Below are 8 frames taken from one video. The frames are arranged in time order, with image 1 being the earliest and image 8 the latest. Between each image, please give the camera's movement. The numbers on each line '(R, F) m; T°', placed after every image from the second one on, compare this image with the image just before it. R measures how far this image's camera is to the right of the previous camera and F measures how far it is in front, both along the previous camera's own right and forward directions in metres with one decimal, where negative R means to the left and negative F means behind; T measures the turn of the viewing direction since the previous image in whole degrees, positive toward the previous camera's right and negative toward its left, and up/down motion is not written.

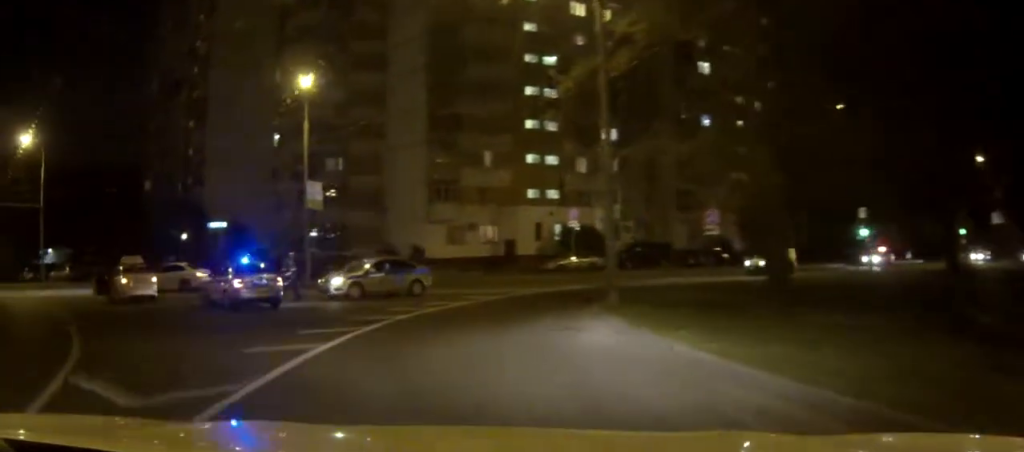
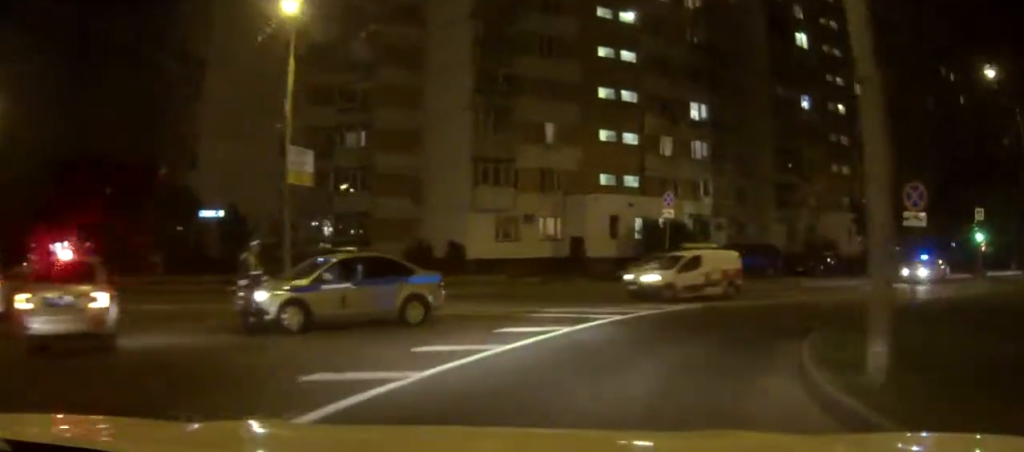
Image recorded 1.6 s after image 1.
(-0.8, +12.2) m; -2°
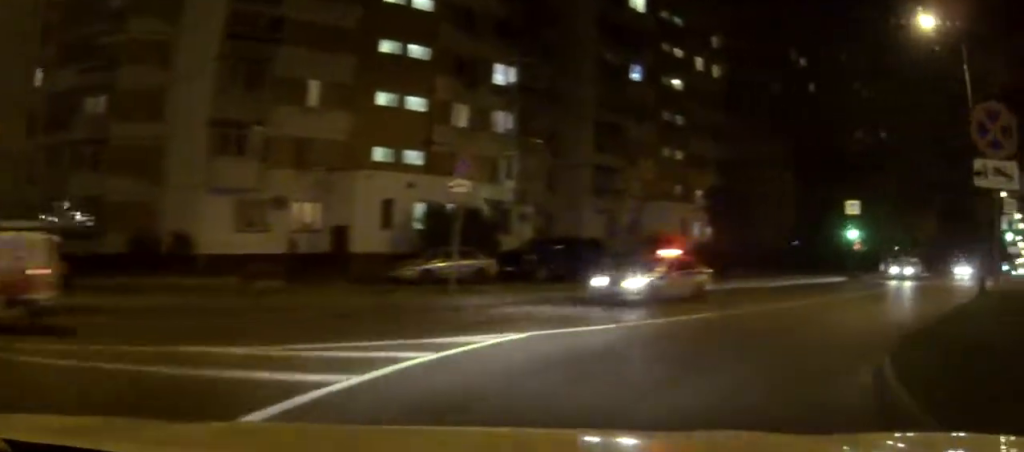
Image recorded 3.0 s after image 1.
(+1.2, +9.7) m; +17°
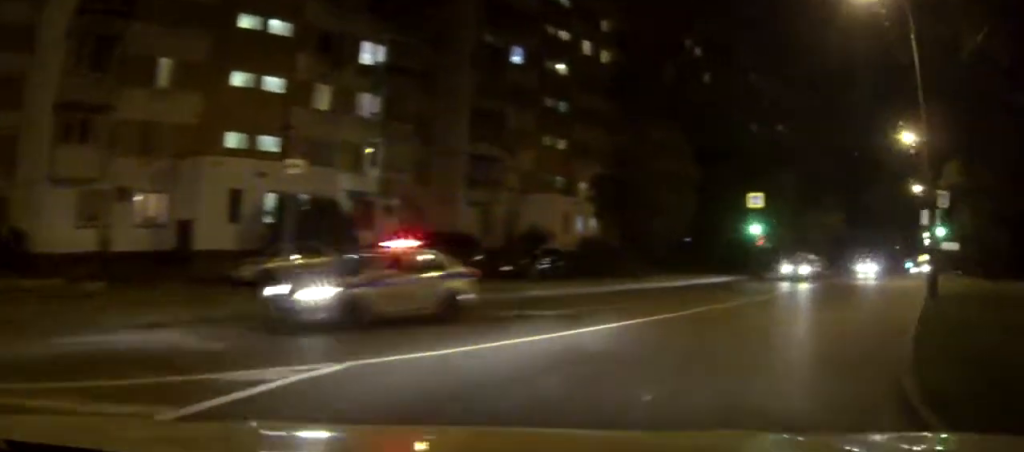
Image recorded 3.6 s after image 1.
(+0.2, +3.7) m; +8°
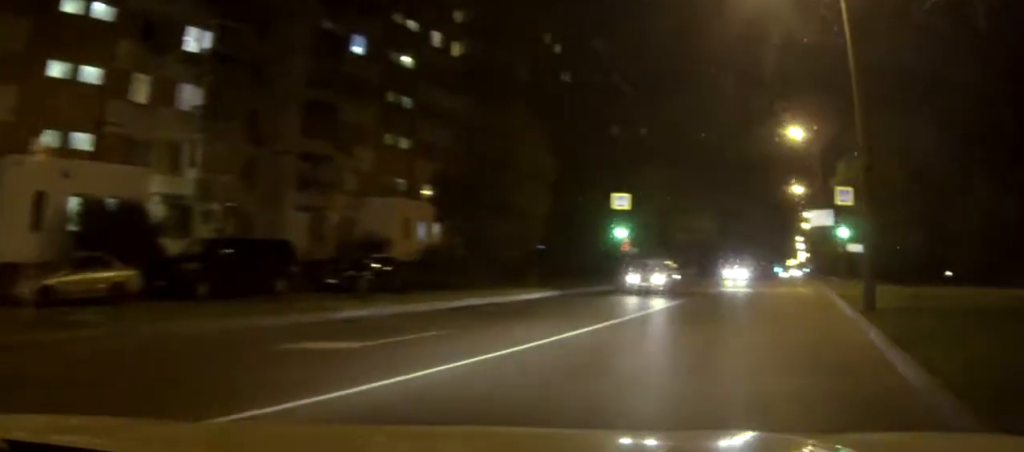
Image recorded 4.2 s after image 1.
(+0.5, +4.4) m; +7°
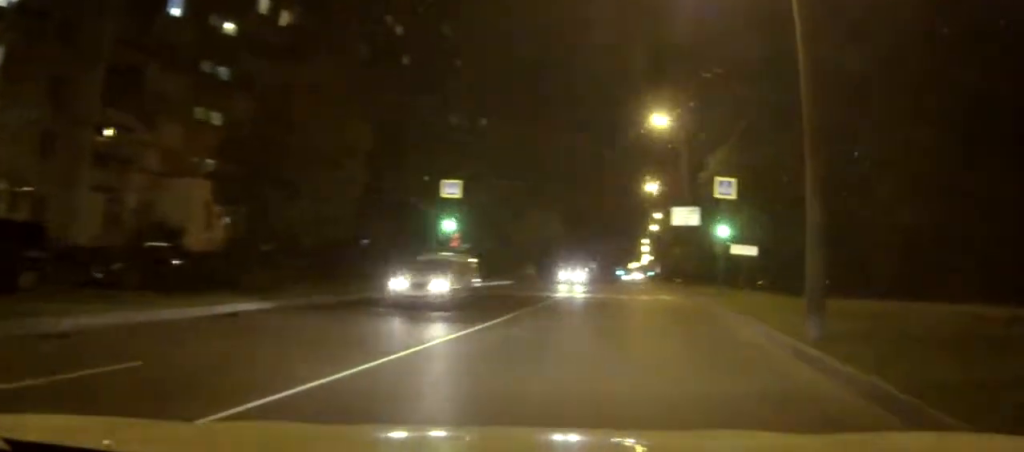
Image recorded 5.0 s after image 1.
(+0.3, +5.7) m; +7°
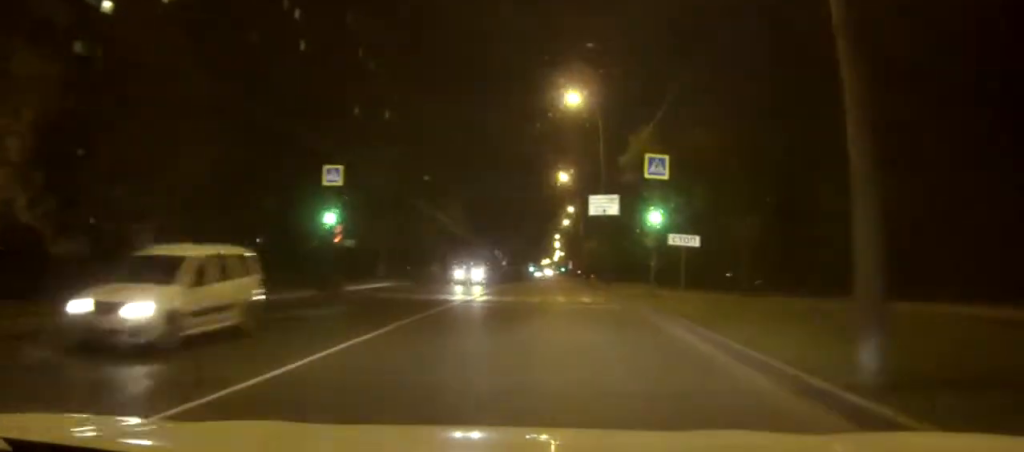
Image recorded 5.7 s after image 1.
(+0.2, +5.0) m; +5°
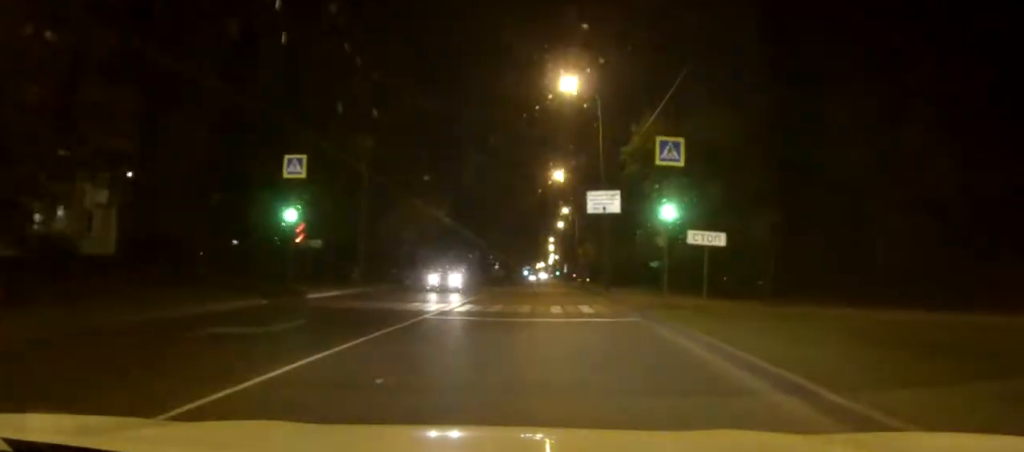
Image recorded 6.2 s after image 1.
(+0.3, +4.3) m; +4°
